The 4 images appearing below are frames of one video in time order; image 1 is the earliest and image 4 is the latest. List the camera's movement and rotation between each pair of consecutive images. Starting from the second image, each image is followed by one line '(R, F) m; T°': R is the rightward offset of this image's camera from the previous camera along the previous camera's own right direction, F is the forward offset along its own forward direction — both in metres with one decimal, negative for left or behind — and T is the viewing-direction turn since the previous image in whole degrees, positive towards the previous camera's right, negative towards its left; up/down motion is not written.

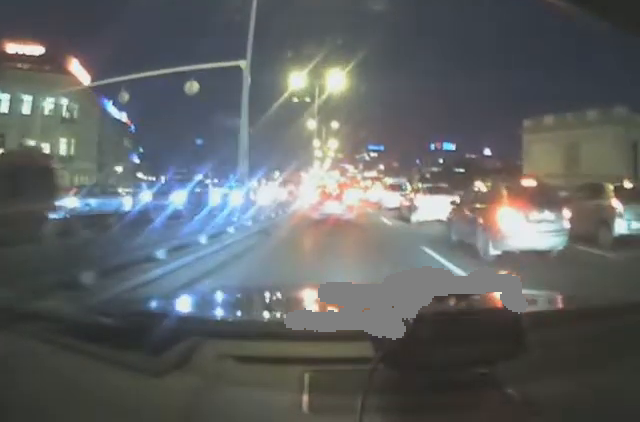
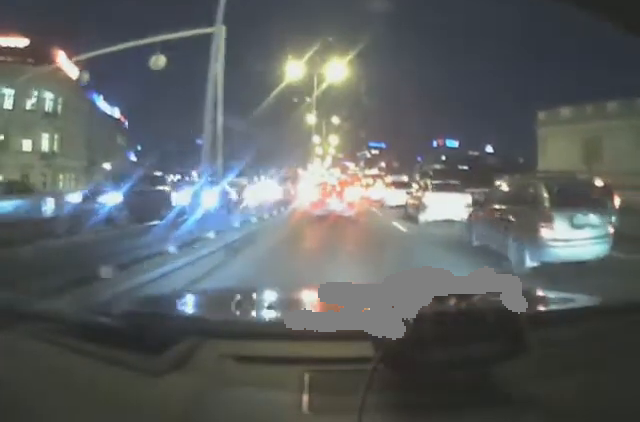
(0.0, +3.5) m; 0°
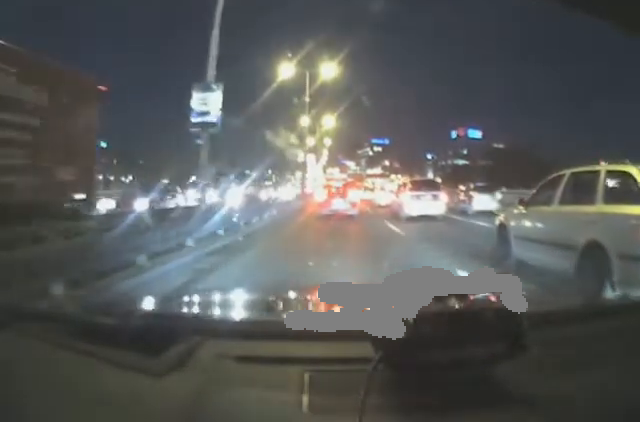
(-0.3, +40.1) m; 0°
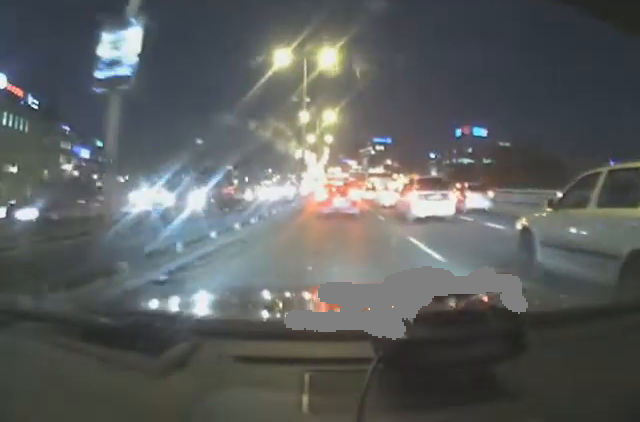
(+0.1, +3.5) m; +1°
